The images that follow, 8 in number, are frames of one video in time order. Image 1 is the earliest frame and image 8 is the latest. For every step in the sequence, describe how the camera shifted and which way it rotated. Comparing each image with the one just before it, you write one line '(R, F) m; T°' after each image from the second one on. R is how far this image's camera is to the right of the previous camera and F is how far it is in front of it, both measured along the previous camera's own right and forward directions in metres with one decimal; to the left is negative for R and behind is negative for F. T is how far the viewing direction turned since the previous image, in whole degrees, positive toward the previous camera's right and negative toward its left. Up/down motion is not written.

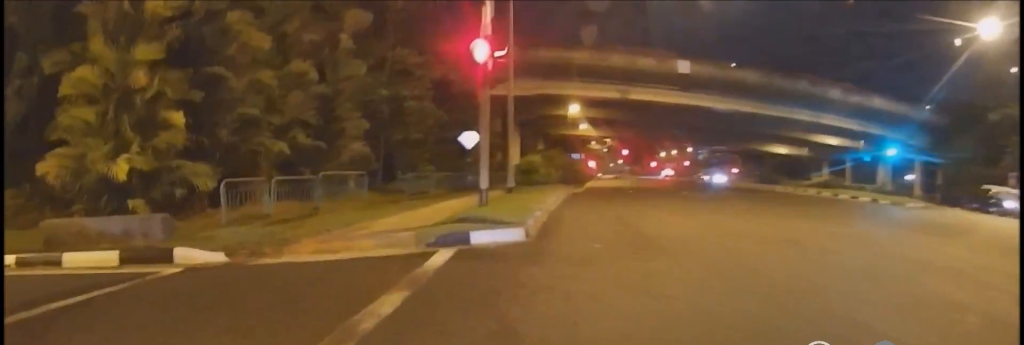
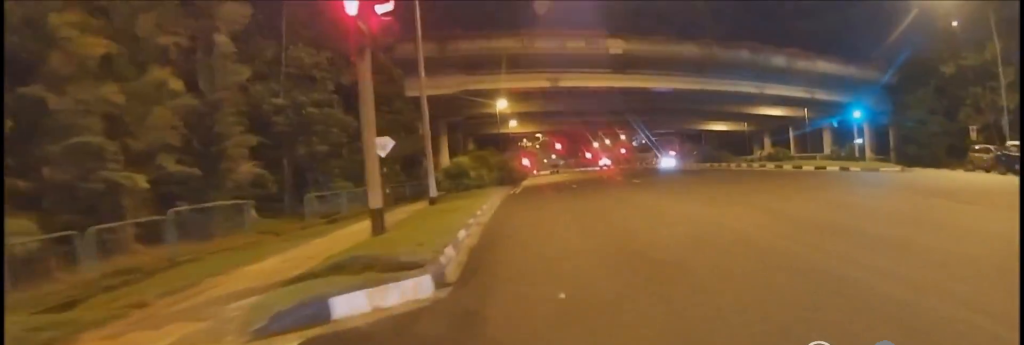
(+0.1, +3.4) m; +5°
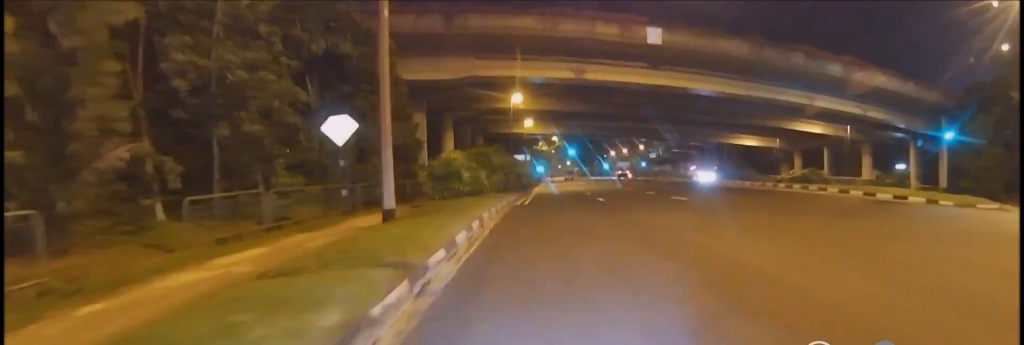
(+0.4, +6.0) m; -6°
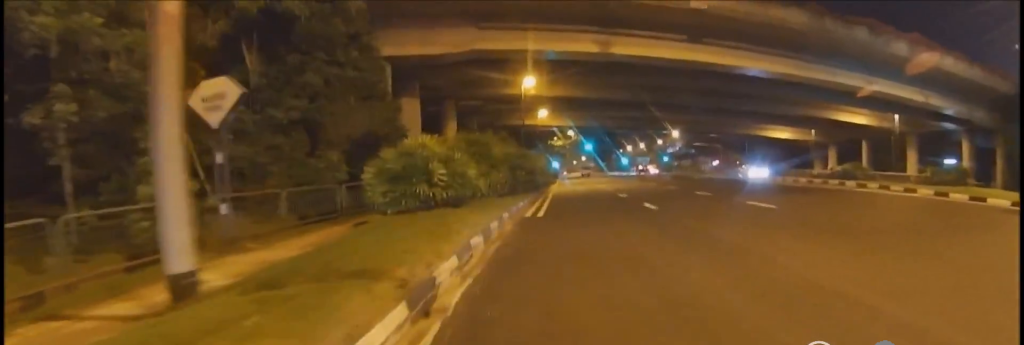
(-1.1, +6.3) m; -9°
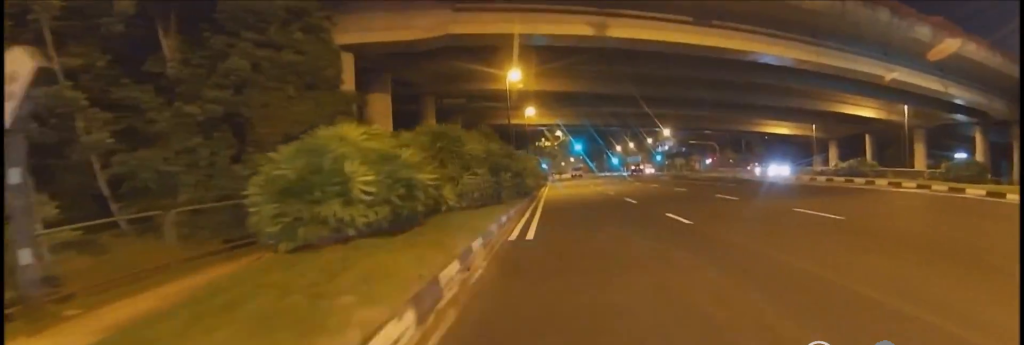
(0.0, +3.7) m; 0°
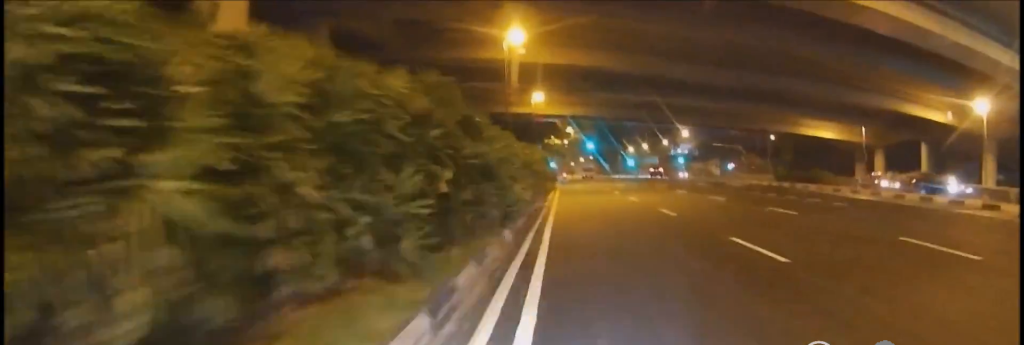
(0.0, +9.1) m; +1°
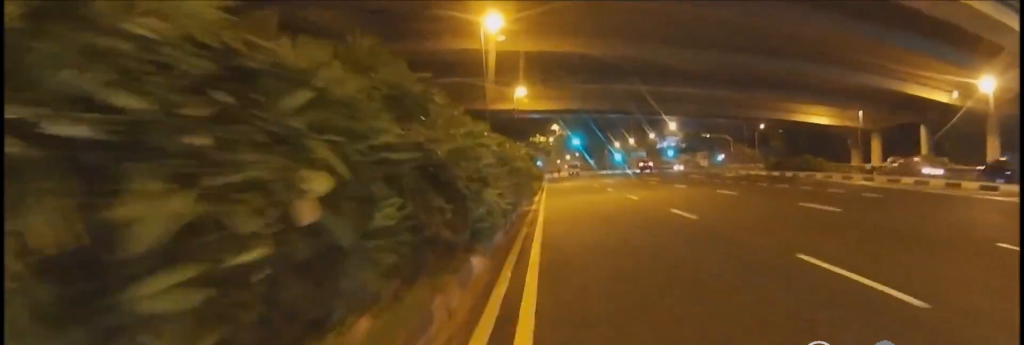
(0.0, +2.3) m; +1°
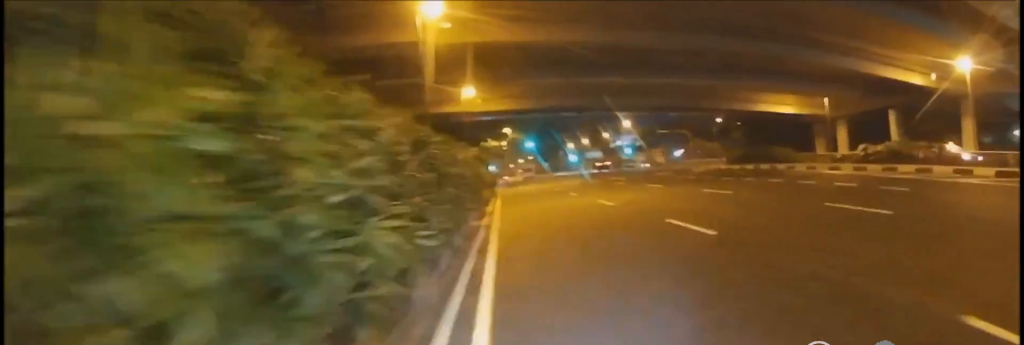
(0.0, +2.6) m; +7°
